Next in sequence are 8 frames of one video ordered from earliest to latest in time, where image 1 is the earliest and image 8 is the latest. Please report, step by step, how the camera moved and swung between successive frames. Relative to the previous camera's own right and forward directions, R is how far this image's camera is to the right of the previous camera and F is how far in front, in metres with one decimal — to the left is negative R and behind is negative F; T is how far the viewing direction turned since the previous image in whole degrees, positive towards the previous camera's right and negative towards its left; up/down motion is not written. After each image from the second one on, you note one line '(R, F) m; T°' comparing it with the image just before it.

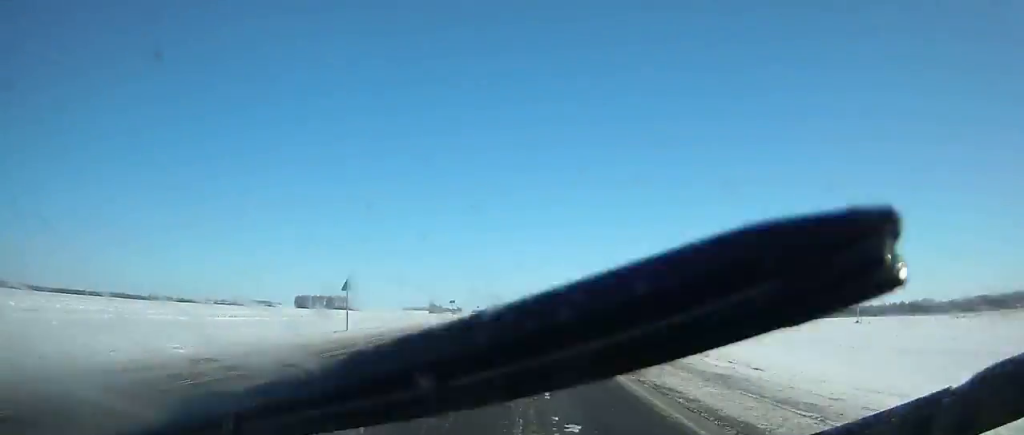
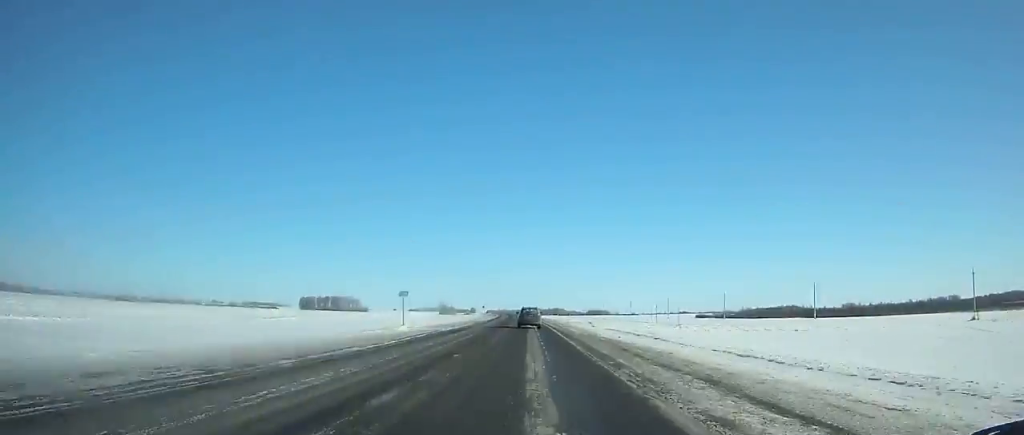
(-0.5, +36.8) m; -1°
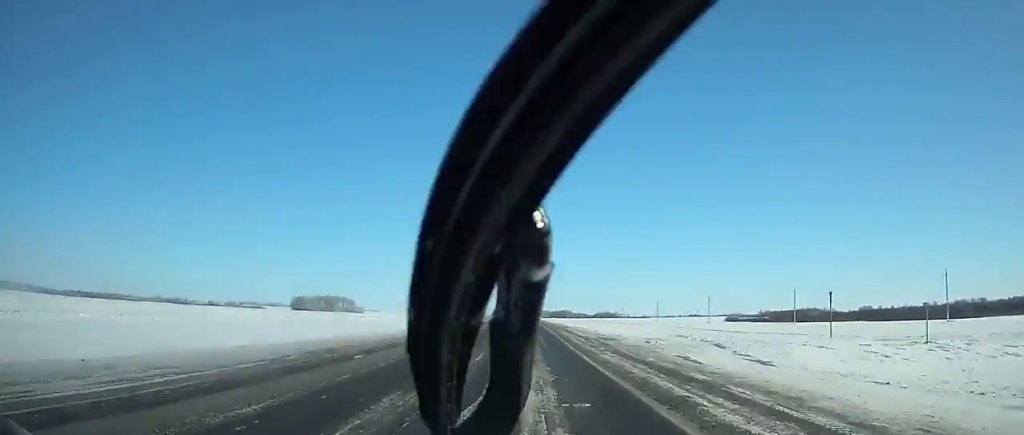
(-0.4, +50.6) m; -1°
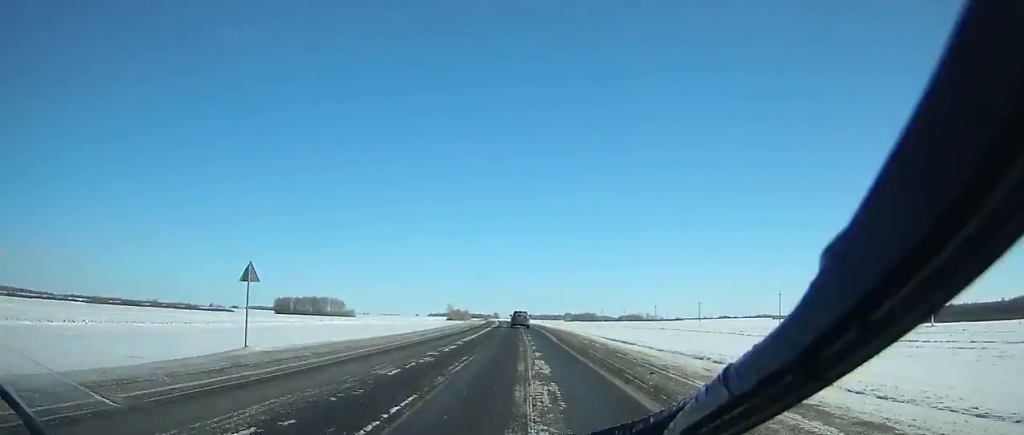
(-2.4, +114.8) m; -3°
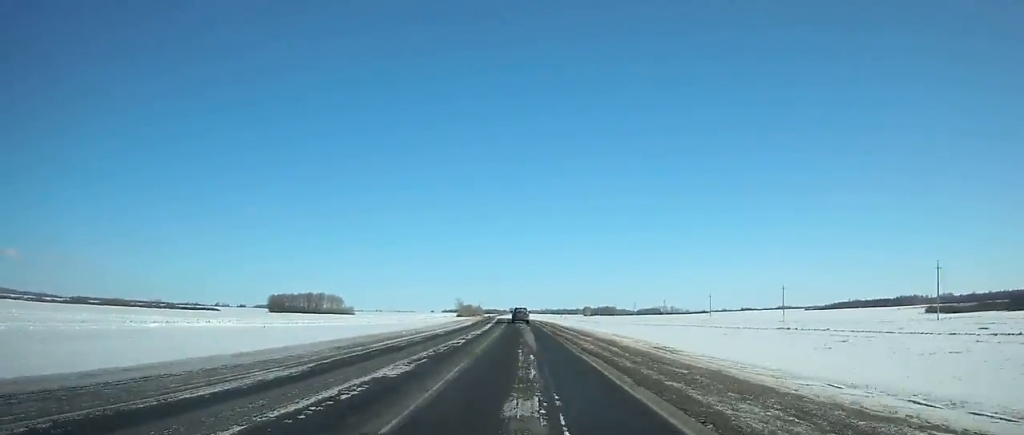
(-0.8, +57.6) m; -2°
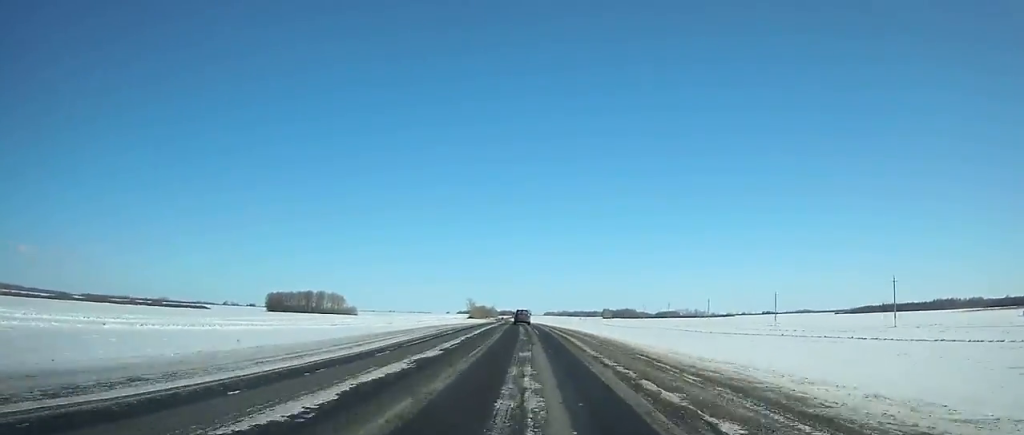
(-0.5, +44.0) m; -1°
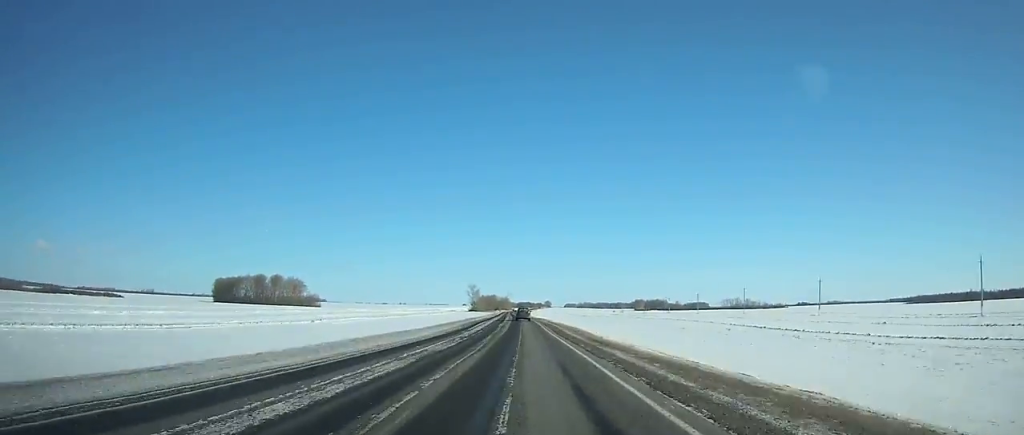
(-3.3, +134.1) m; -3°
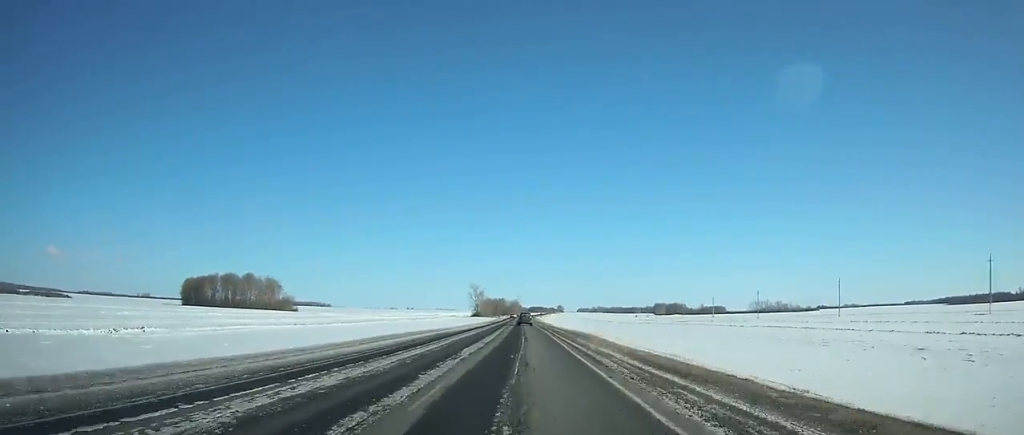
(-0.6, +57.7) m; -1°
